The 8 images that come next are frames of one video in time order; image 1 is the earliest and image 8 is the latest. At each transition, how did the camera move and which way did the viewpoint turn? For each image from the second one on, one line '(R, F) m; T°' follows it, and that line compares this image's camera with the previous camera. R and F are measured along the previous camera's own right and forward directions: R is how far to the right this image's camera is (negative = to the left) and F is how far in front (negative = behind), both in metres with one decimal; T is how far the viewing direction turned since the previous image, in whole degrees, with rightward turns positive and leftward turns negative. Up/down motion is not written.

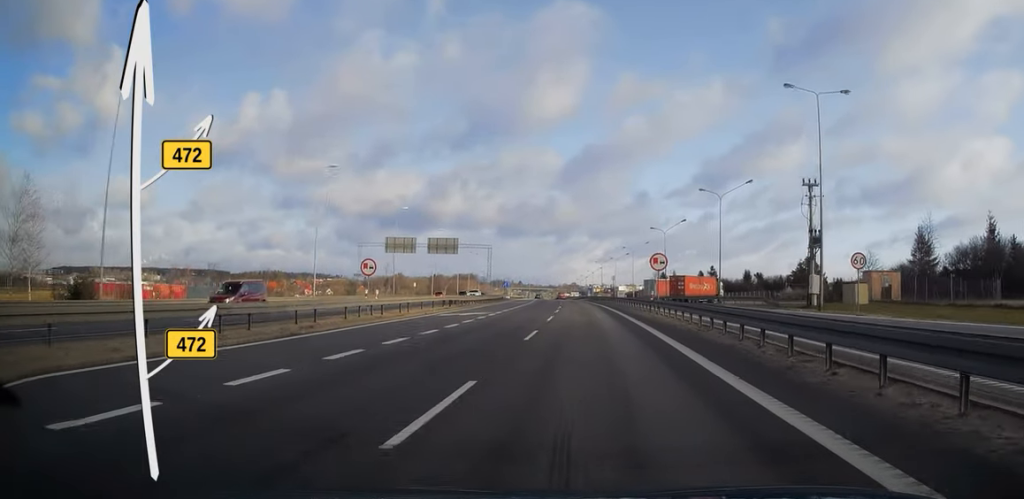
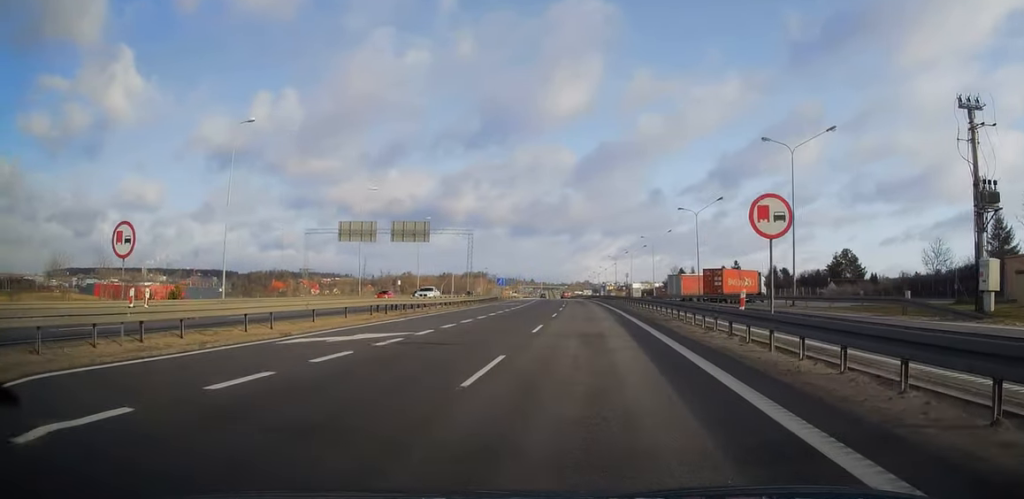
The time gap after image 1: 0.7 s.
(-0.2, +20.4) m; -1°
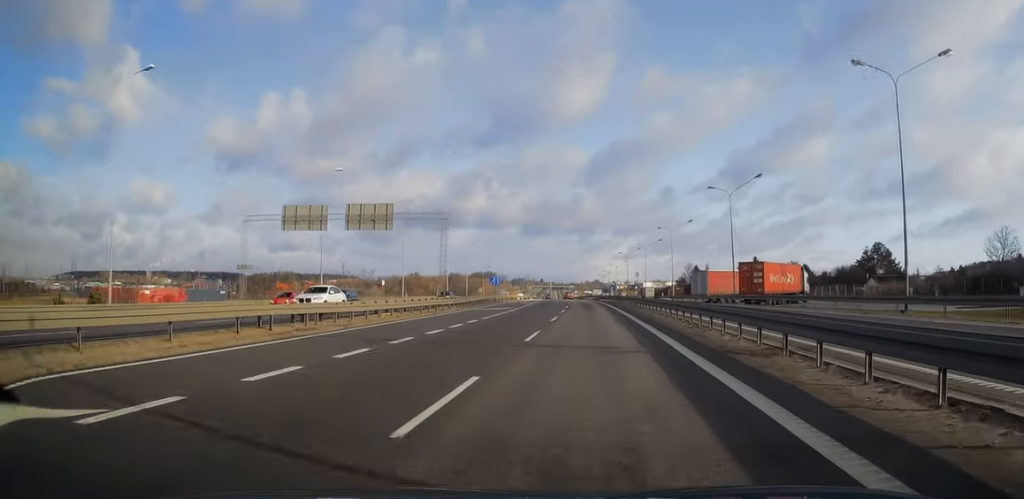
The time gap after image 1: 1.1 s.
(-0.1, +14.9) m; -1°
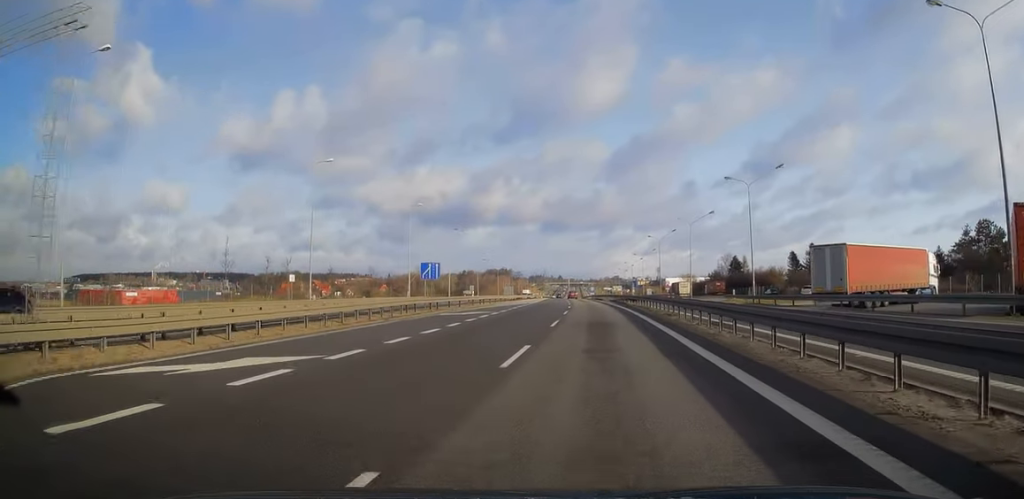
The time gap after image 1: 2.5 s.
(-0.4, +40.6) m; -2°
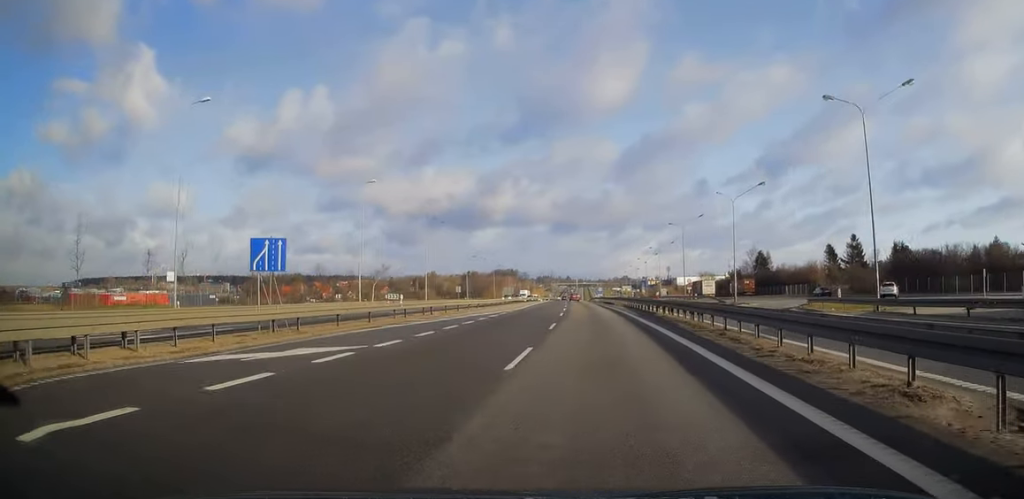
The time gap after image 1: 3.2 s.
(-0.3, +24.1) m; -1°
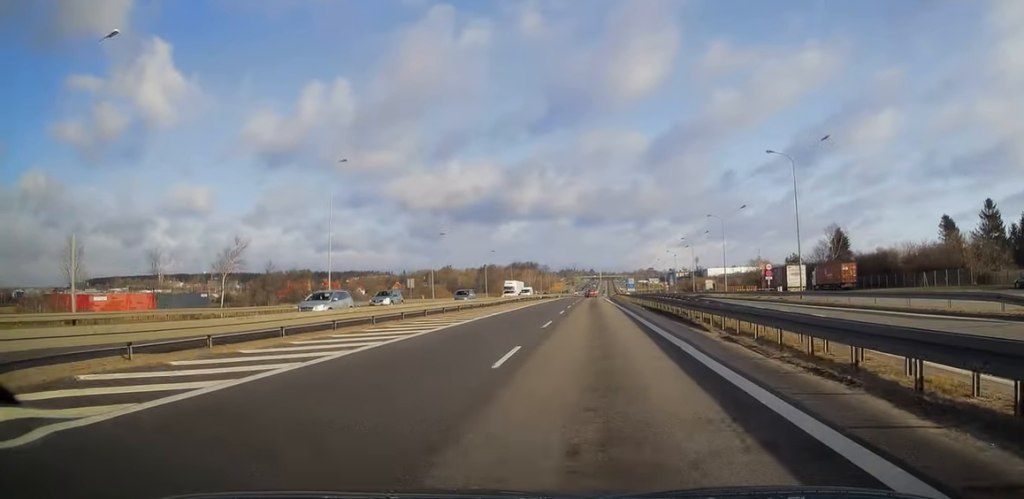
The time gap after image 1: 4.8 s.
(-0.8, +48.3) m; -2°
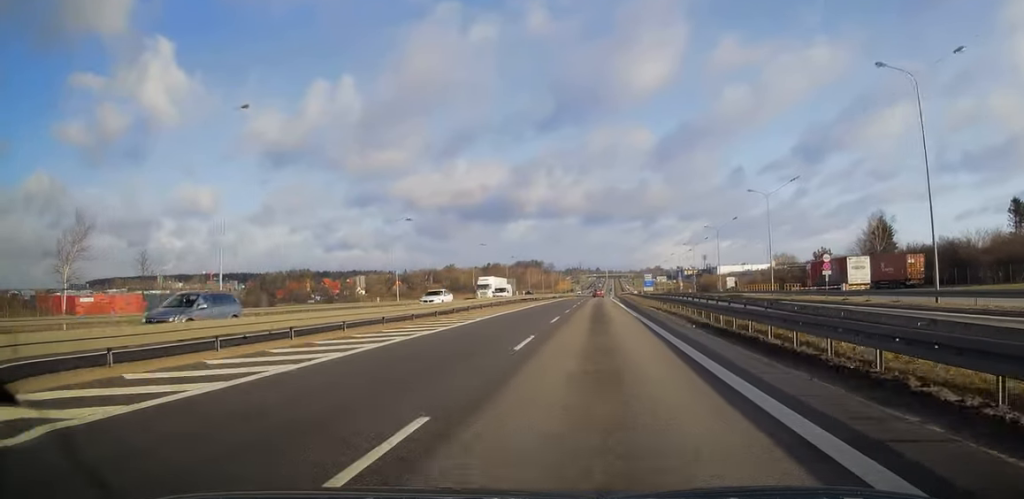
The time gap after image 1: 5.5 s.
(-0.1, +20.6) m; 0°
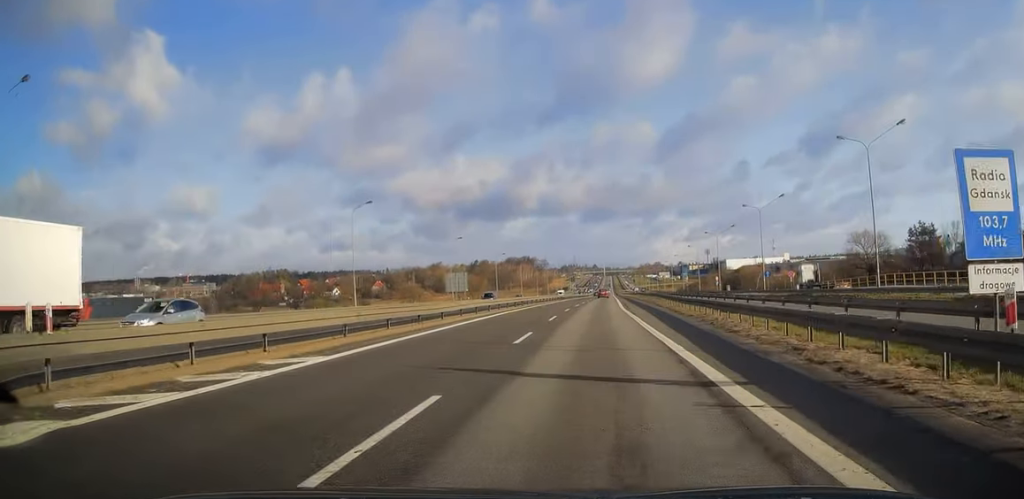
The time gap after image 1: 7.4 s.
(-0.3, +58.8) m; 0°
